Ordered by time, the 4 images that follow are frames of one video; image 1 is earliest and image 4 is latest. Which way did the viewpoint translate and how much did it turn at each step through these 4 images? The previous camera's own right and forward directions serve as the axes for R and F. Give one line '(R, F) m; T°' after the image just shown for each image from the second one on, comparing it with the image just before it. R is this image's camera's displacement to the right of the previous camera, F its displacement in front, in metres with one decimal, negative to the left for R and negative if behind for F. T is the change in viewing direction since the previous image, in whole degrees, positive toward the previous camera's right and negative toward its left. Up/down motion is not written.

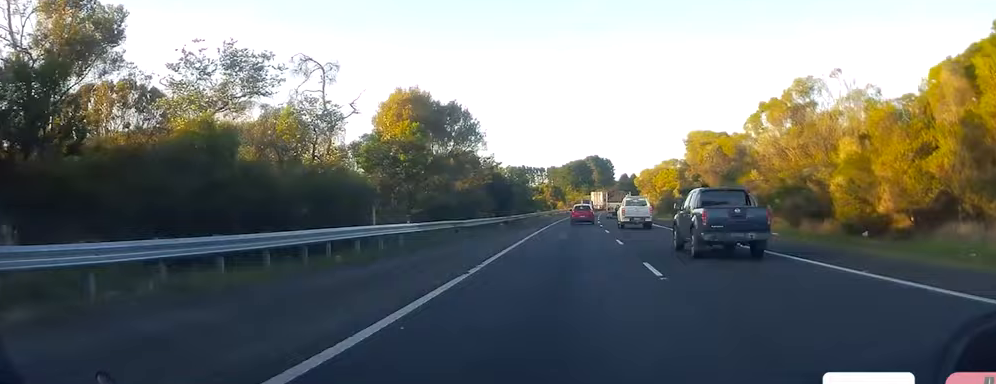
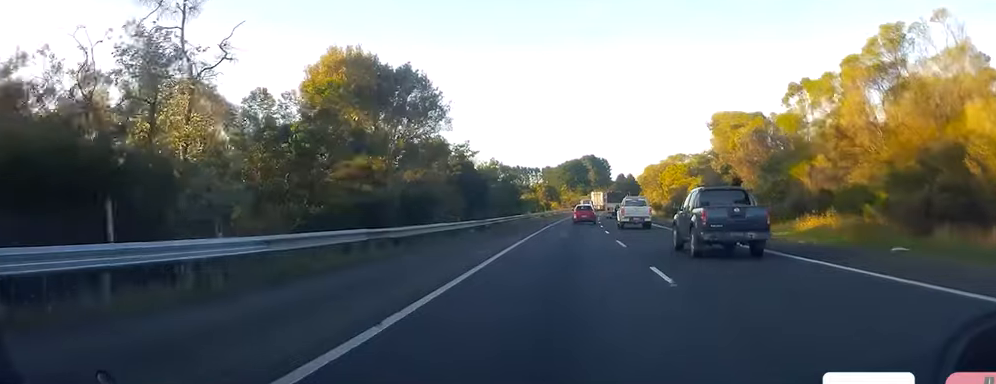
(+0.4, +13.2) m; 0°
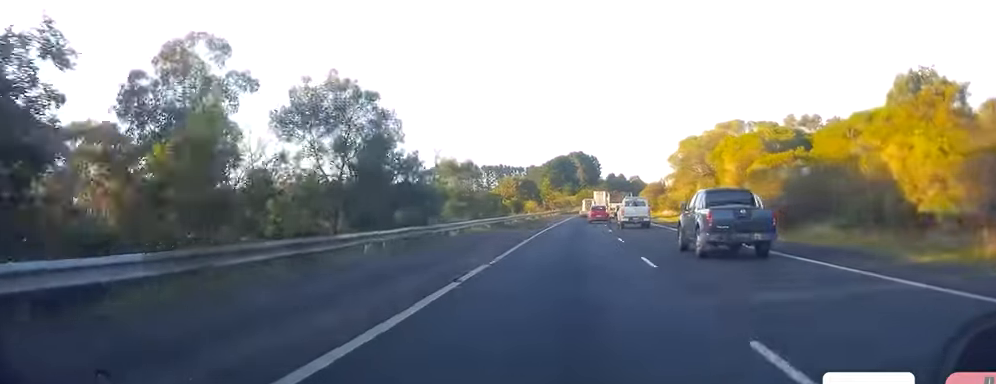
(-0.3, +44.3) m; 0°
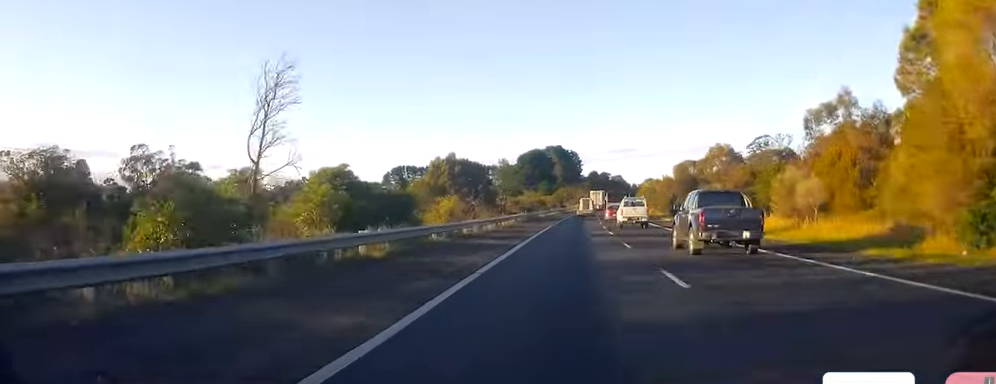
(+1.5, +52.0) m; +3°
